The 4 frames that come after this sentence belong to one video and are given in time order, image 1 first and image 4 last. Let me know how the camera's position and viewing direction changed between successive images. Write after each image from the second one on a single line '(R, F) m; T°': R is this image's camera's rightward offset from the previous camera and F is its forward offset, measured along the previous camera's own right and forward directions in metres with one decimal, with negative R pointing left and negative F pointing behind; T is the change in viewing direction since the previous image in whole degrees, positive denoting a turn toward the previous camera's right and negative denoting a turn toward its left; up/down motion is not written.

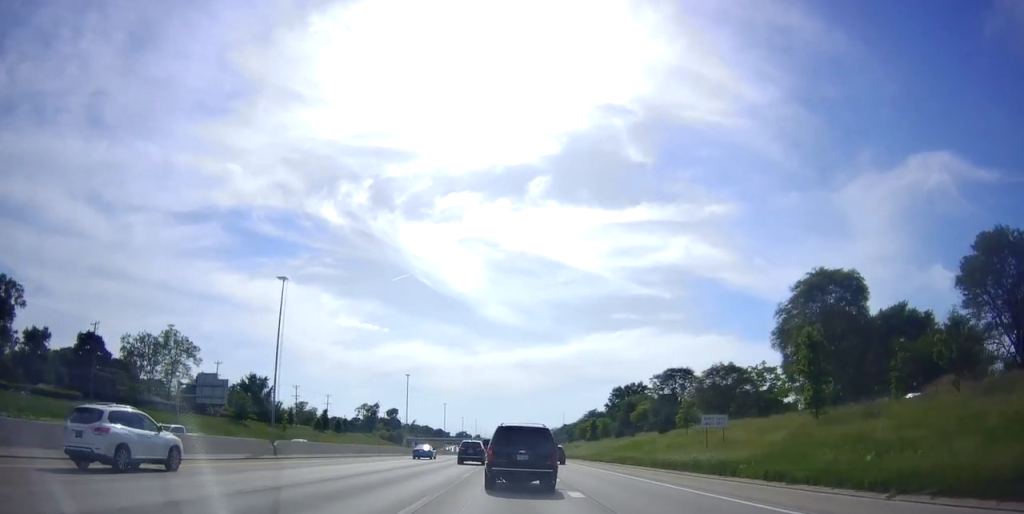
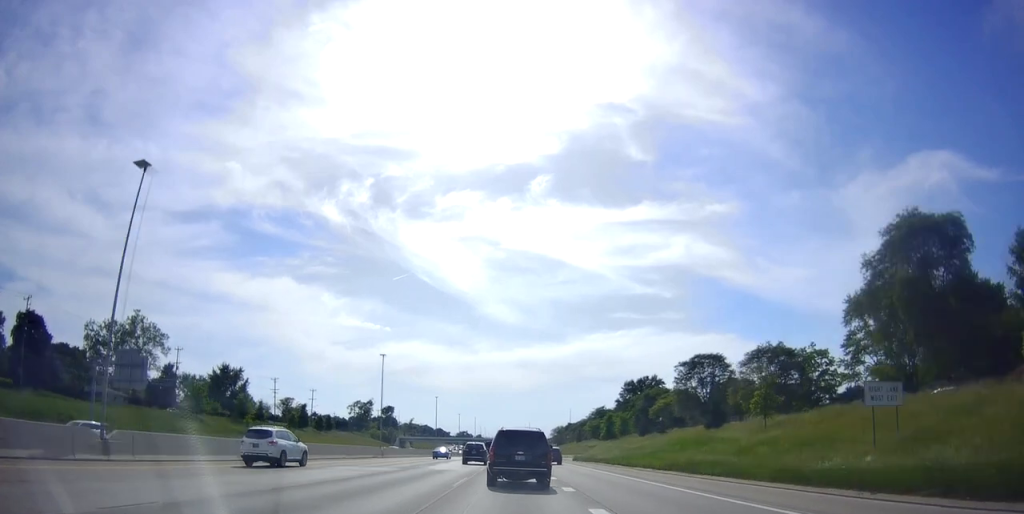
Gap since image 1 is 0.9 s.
(0.0, +20.3) m; 0°
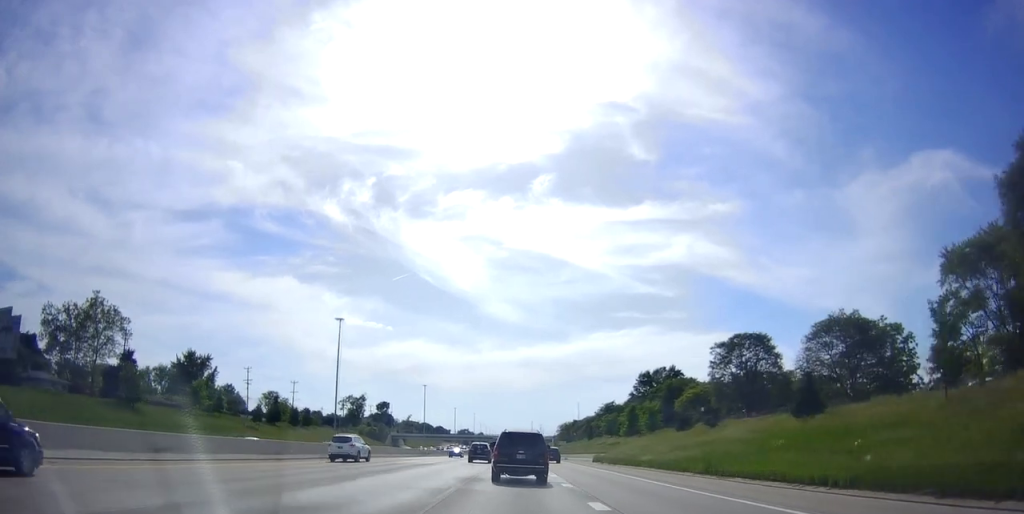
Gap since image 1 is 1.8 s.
(+0.1, +21.0) m; +1°
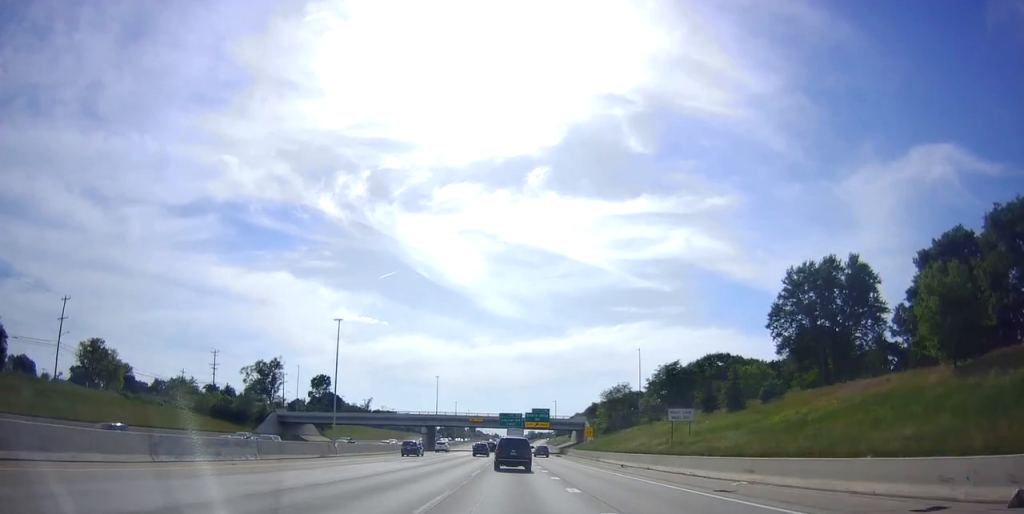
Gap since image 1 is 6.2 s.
(-1.4, +108.6) m; 0°
